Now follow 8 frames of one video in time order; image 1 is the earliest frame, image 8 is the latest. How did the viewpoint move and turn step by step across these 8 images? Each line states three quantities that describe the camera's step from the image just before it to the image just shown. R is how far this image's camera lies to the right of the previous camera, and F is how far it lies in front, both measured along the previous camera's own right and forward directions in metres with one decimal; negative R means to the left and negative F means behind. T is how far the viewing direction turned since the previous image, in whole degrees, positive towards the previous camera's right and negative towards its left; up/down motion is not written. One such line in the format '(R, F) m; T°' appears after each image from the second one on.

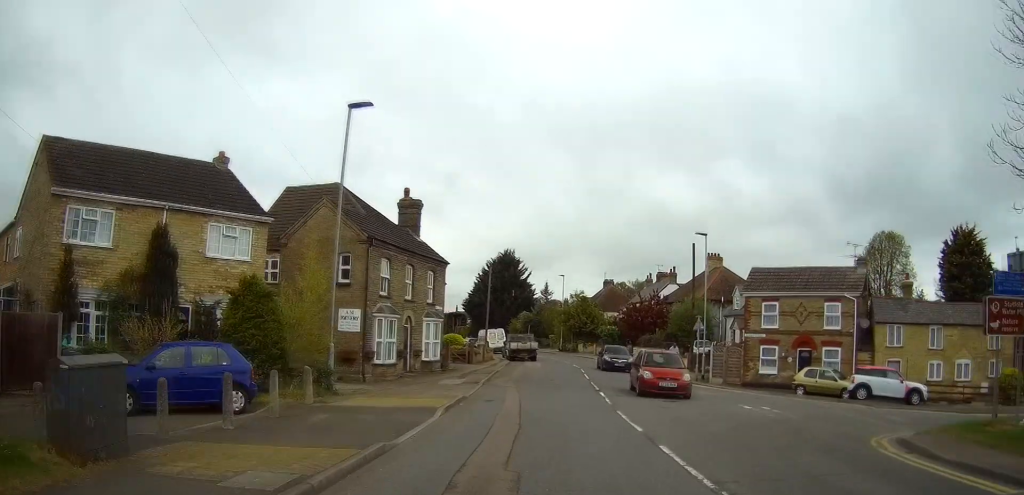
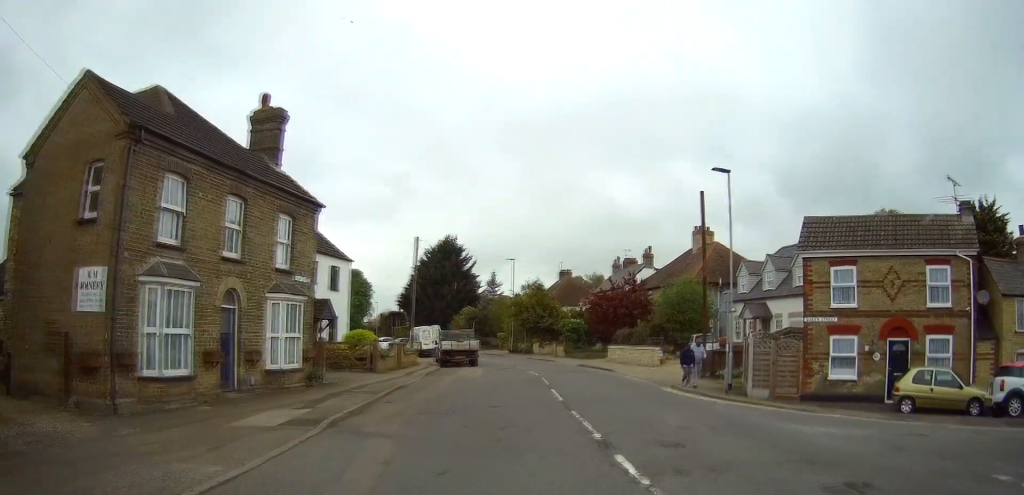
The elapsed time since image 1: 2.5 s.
(+0.1, +14.1) m; +10°
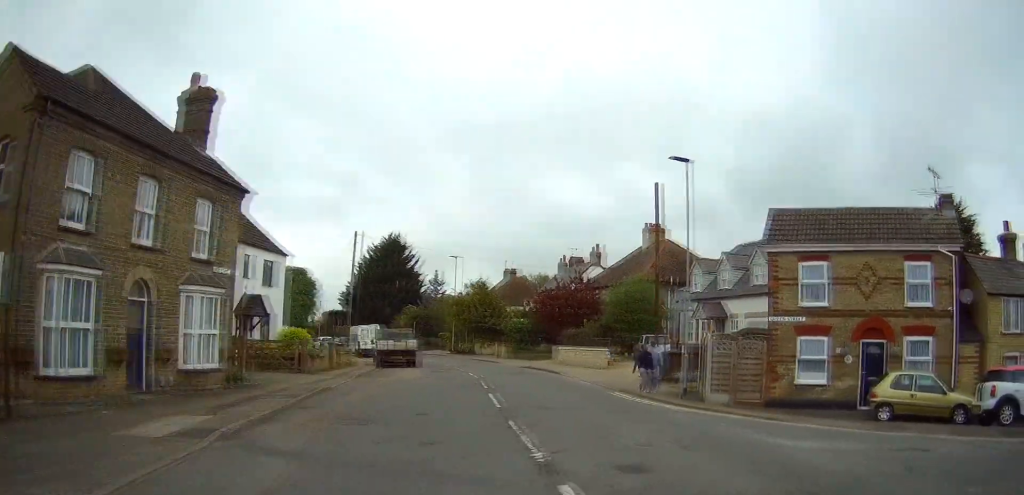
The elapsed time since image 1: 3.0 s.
(+0.1, +1.8) m; +9°
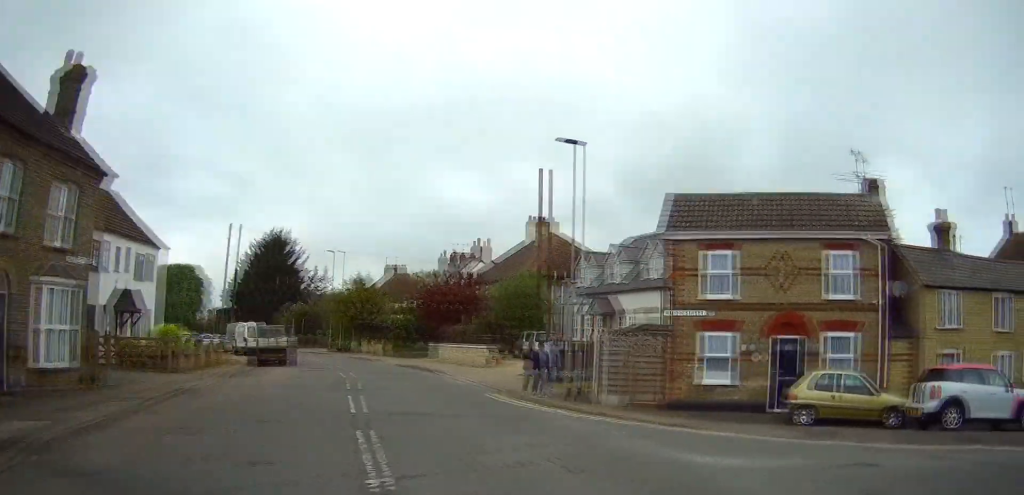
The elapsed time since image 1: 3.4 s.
(-0.1, +2.0) m; +12°
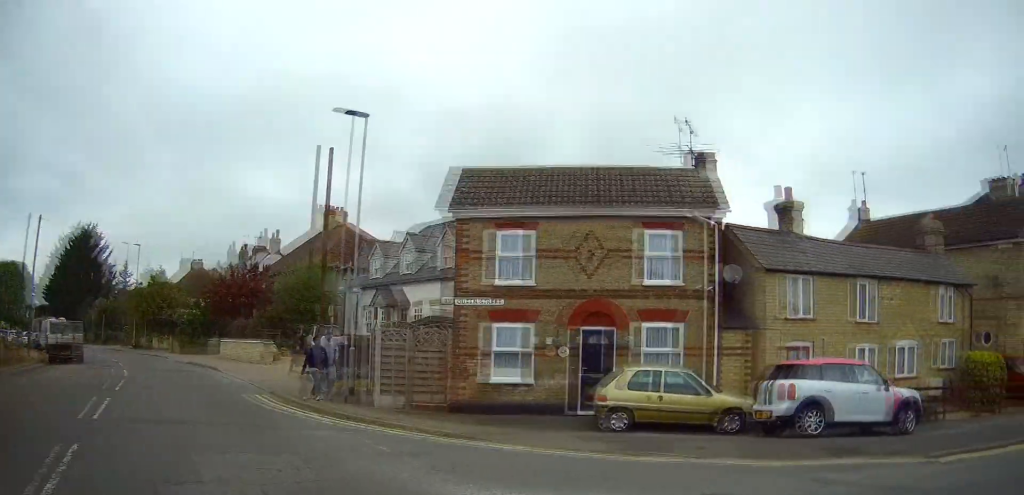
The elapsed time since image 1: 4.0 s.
(+0.5, +2.5) m; +17°
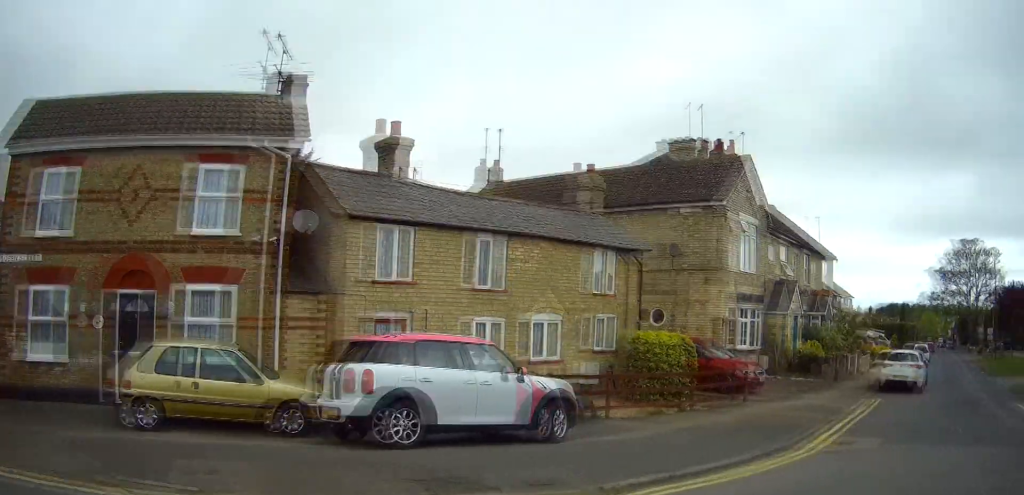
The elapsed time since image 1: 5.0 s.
(+1.1, +4.0) m; +29°
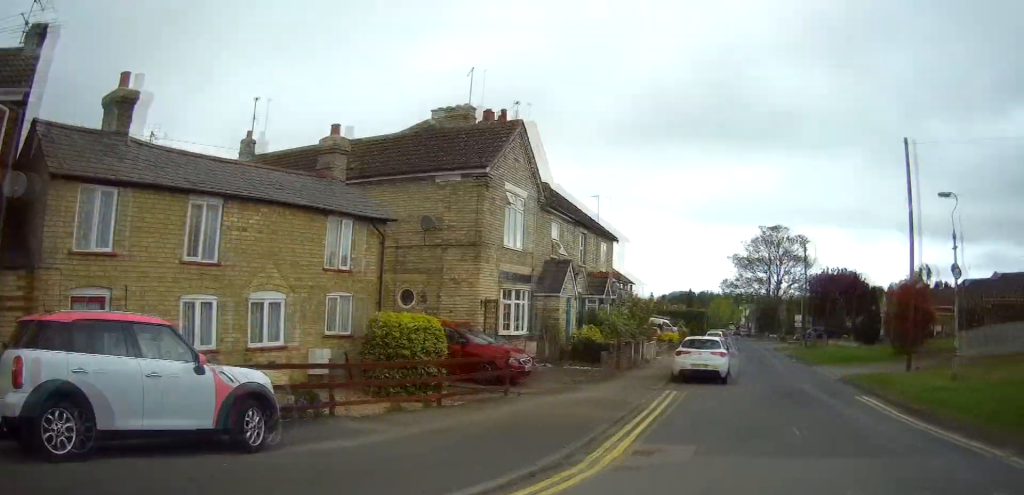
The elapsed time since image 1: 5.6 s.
(-0.1, +2.4) m; +18°
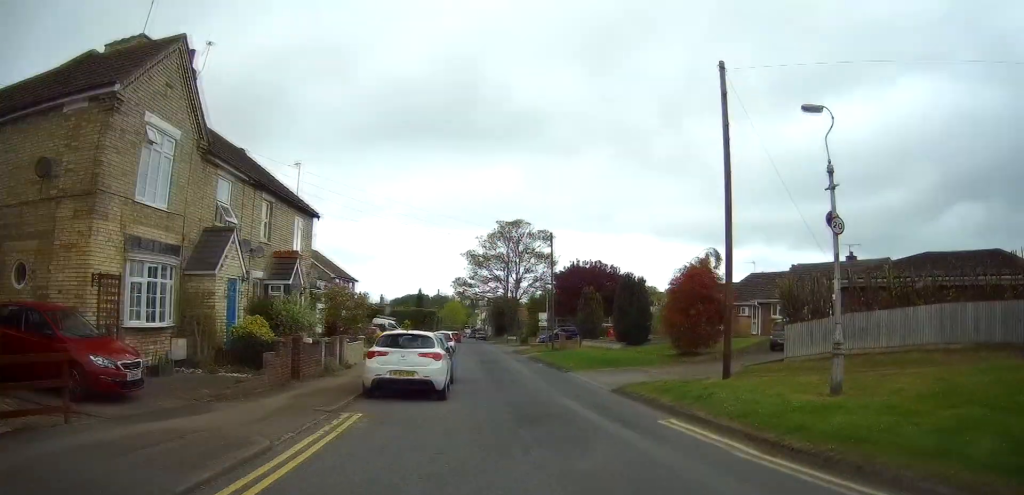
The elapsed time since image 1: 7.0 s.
(+2.0, +7.2) m; +17°
